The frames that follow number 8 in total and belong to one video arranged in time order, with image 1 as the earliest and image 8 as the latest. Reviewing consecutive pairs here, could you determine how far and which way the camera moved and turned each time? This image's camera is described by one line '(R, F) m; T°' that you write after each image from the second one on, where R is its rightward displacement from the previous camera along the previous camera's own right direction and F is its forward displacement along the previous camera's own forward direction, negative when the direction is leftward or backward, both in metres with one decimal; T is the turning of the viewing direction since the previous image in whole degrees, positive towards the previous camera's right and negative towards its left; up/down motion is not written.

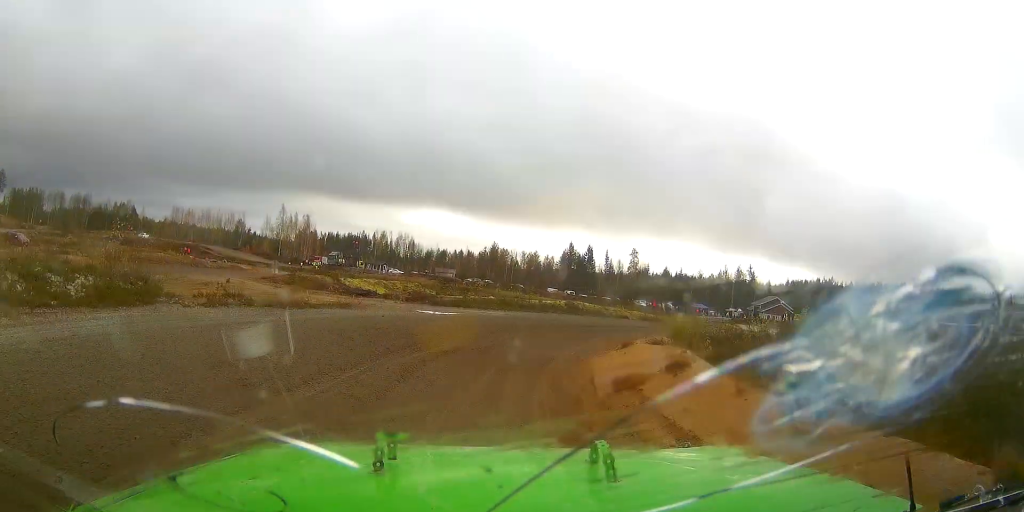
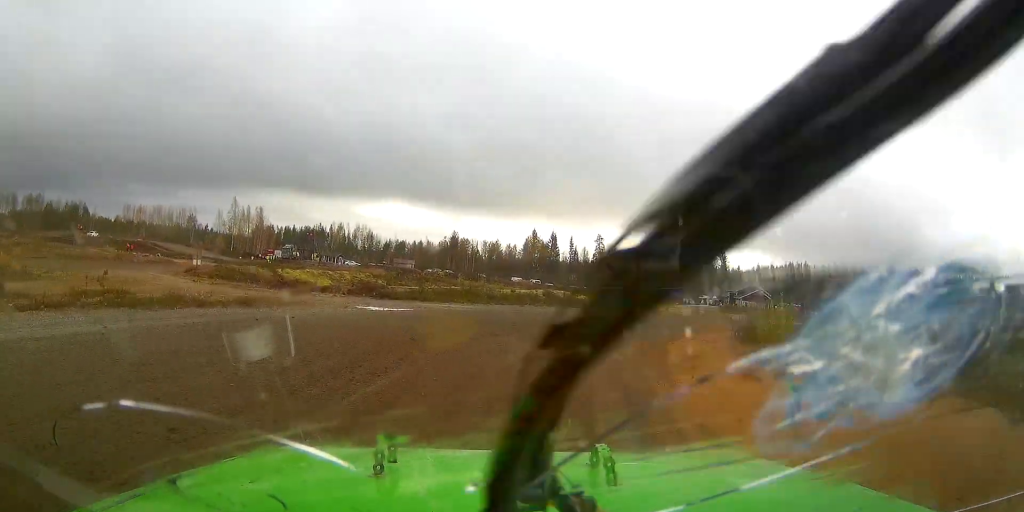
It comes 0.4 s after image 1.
(+0.3, +6.6) m; +7°
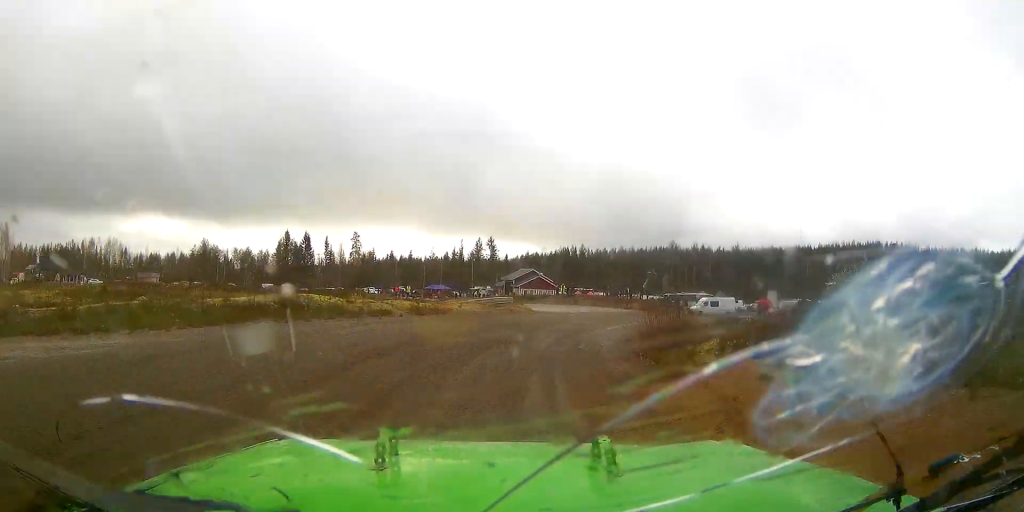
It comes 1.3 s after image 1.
(+1.6, +12.6) m; +14°
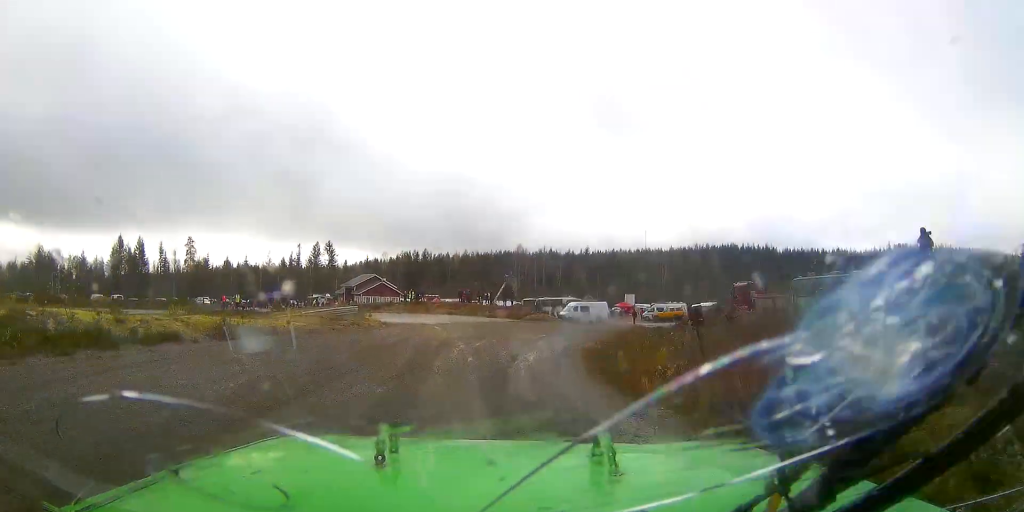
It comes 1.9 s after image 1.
(+0.9, +8.7) m; +6°
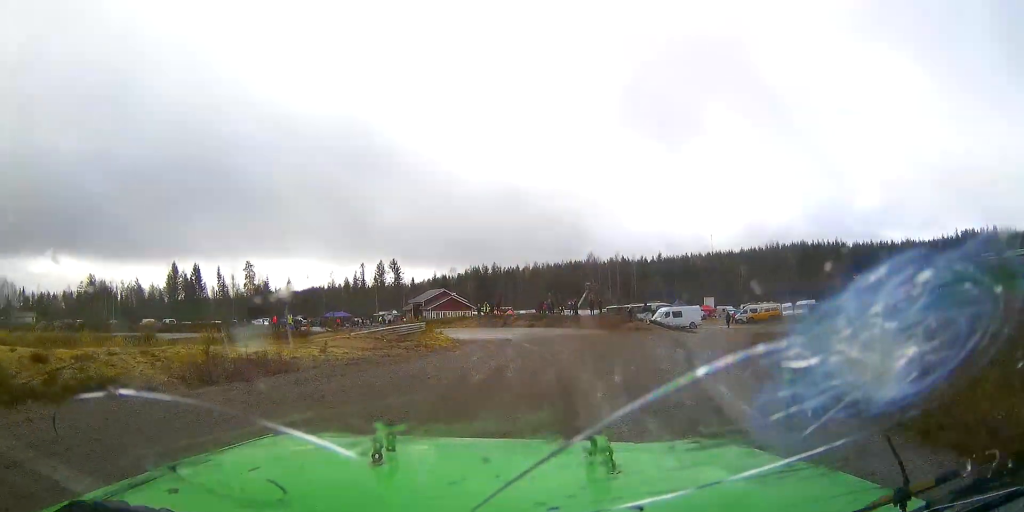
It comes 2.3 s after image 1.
(+0.1, +6.2) m; +4°
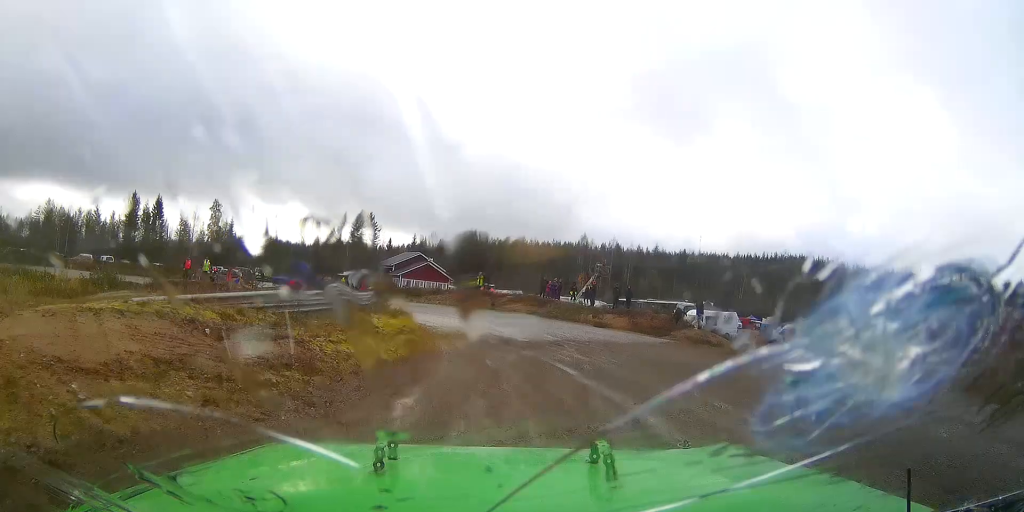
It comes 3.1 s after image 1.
(+0.9, +12.9) m; +2°
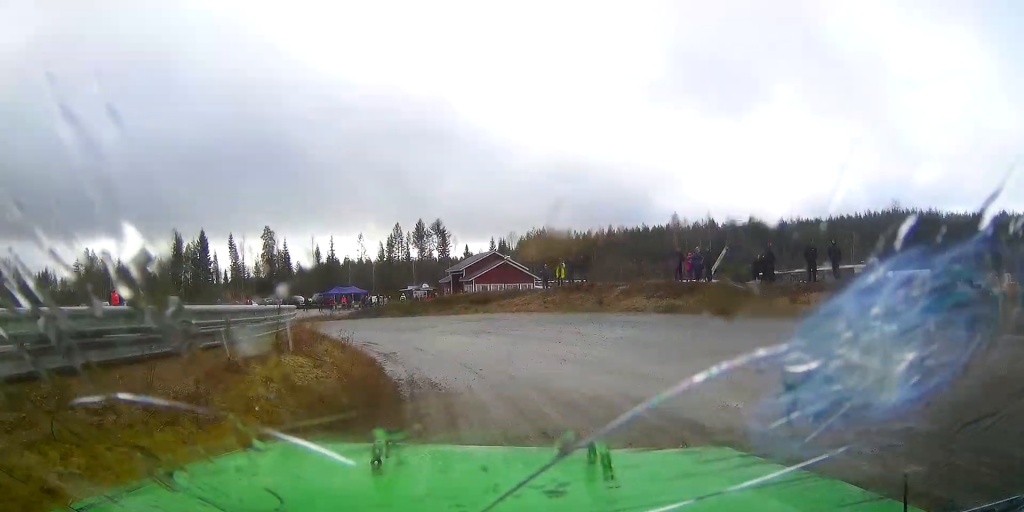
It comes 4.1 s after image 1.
(-0.2, +15.5) m; -11°
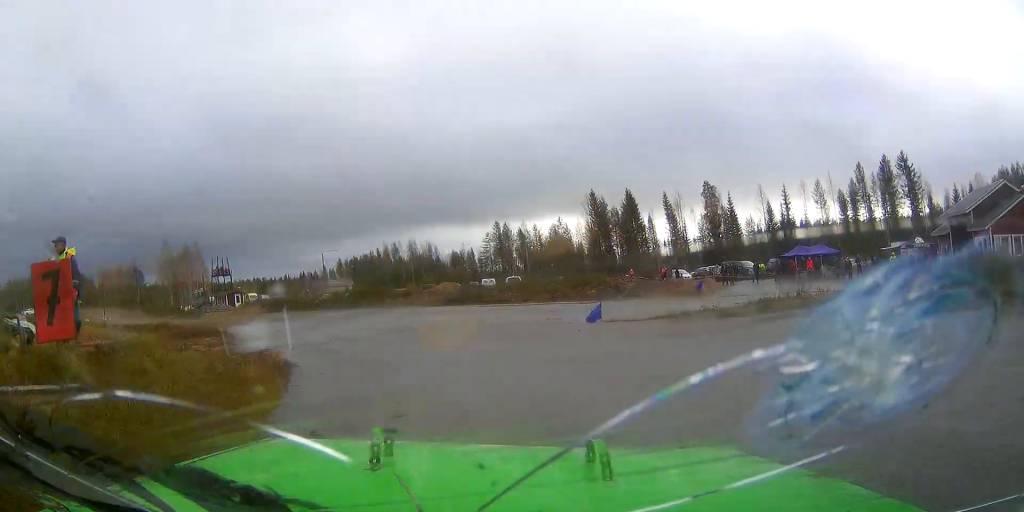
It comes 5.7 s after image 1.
(-8.2, +21.8) m; -43°
